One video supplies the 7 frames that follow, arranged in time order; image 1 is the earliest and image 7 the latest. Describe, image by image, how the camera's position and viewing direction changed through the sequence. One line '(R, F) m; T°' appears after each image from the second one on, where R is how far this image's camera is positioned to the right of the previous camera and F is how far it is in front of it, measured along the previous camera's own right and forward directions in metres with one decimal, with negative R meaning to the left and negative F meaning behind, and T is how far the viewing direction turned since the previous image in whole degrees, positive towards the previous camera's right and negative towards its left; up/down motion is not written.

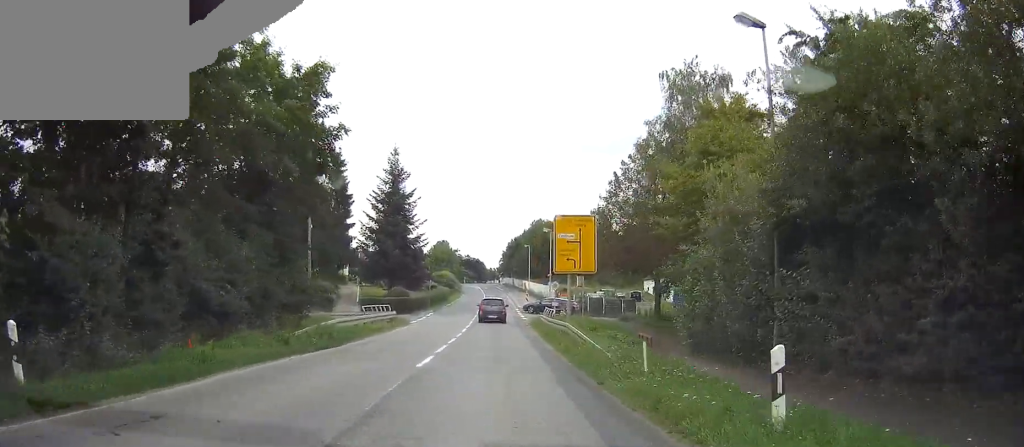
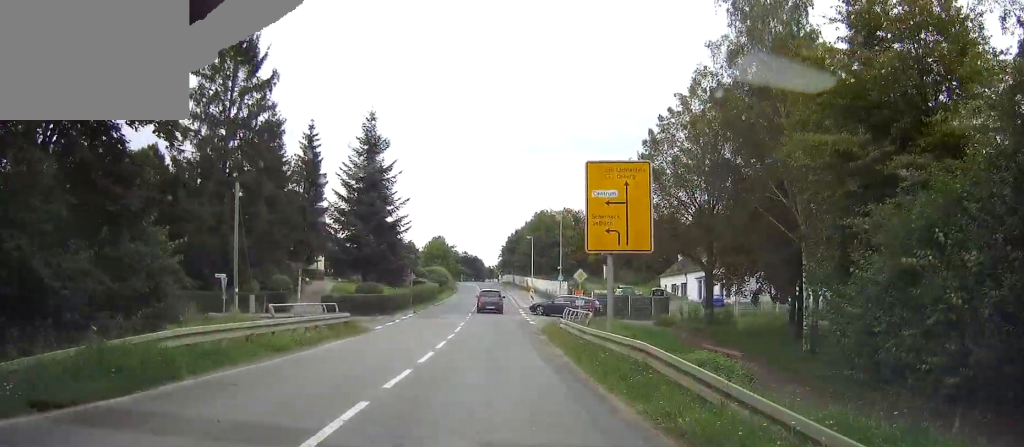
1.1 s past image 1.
(0.0, +13.1) m; 0°
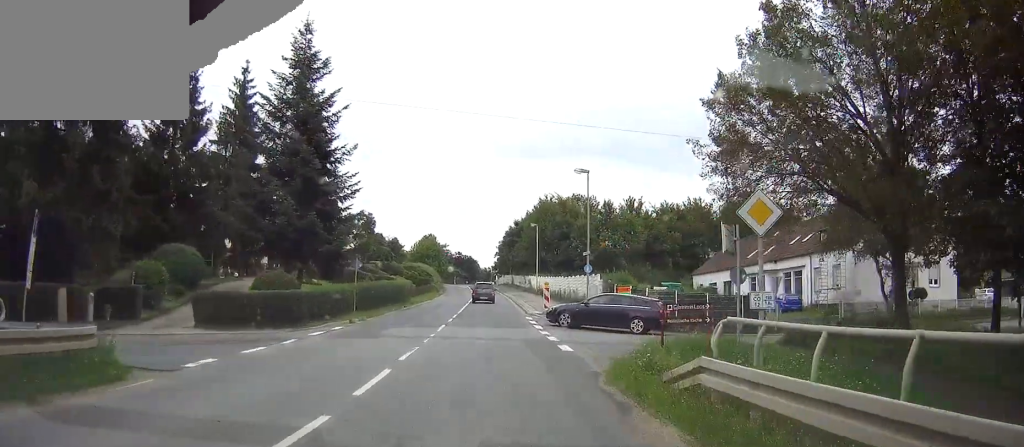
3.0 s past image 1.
(+0.1, +20.8) m; 0°
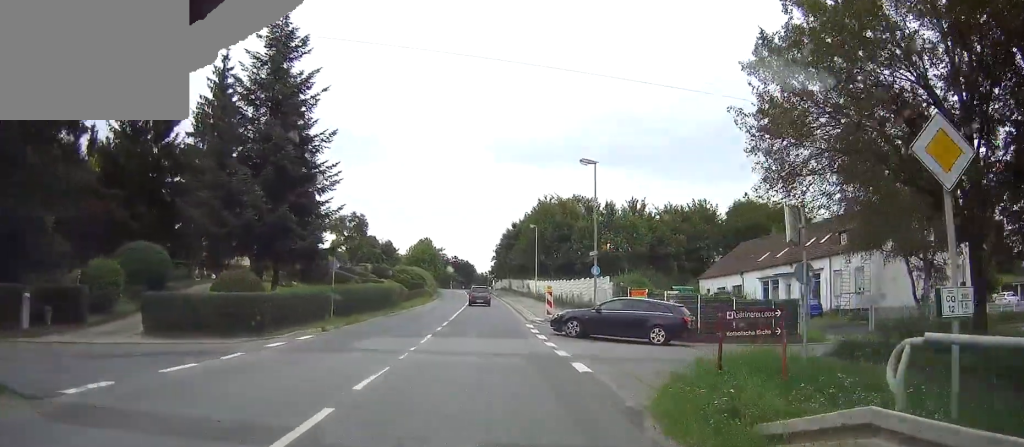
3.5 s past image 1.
(0.0, +4.6) m; 0°
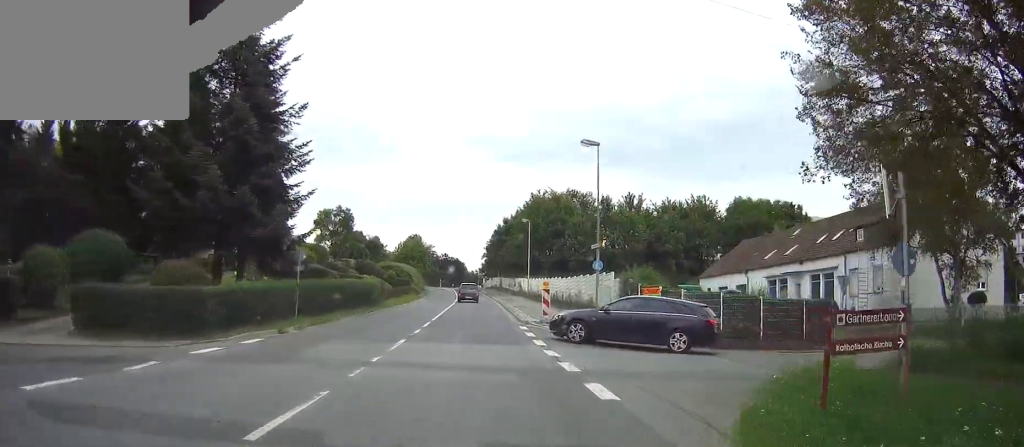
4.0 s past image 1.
(-0.1, +4.3) m; 0°
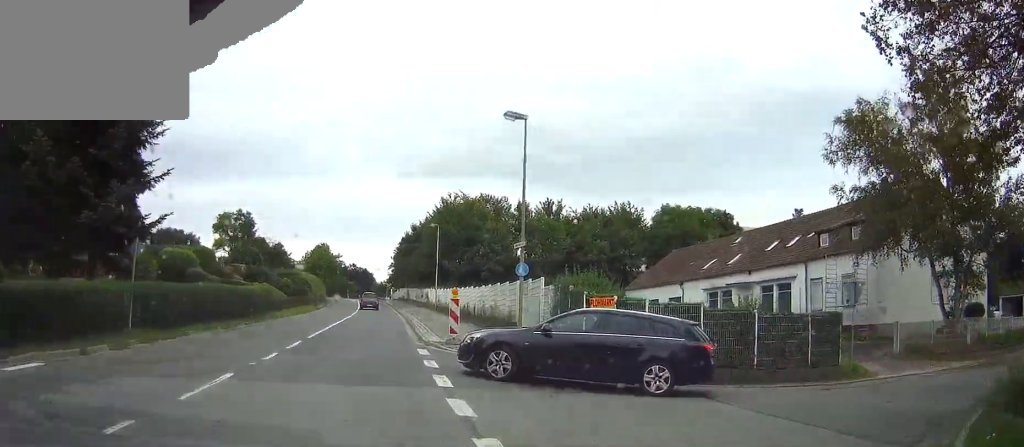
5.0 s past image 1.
(0.0, +8.0) m; +4°
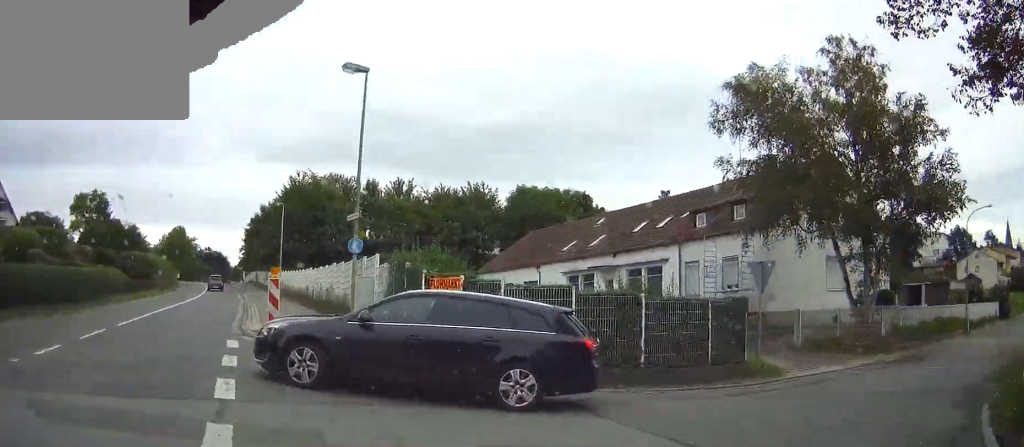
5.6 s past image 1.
(+0.1, +4.2) m; +7°
